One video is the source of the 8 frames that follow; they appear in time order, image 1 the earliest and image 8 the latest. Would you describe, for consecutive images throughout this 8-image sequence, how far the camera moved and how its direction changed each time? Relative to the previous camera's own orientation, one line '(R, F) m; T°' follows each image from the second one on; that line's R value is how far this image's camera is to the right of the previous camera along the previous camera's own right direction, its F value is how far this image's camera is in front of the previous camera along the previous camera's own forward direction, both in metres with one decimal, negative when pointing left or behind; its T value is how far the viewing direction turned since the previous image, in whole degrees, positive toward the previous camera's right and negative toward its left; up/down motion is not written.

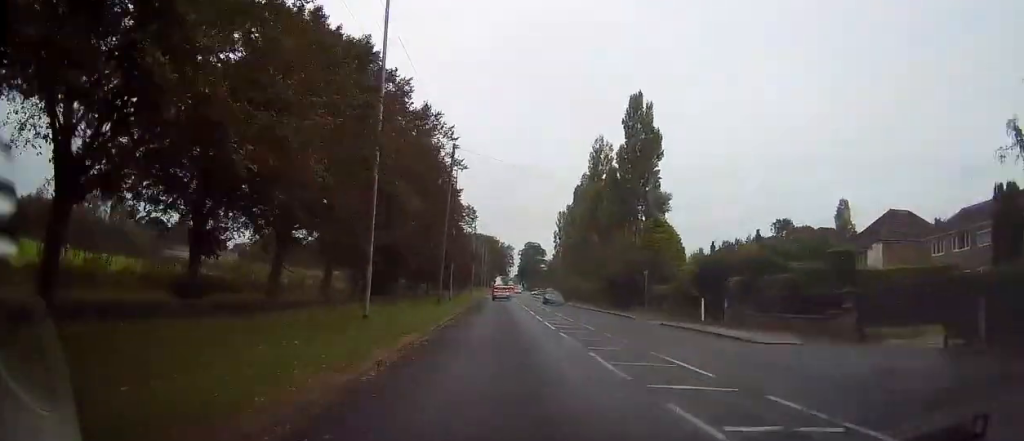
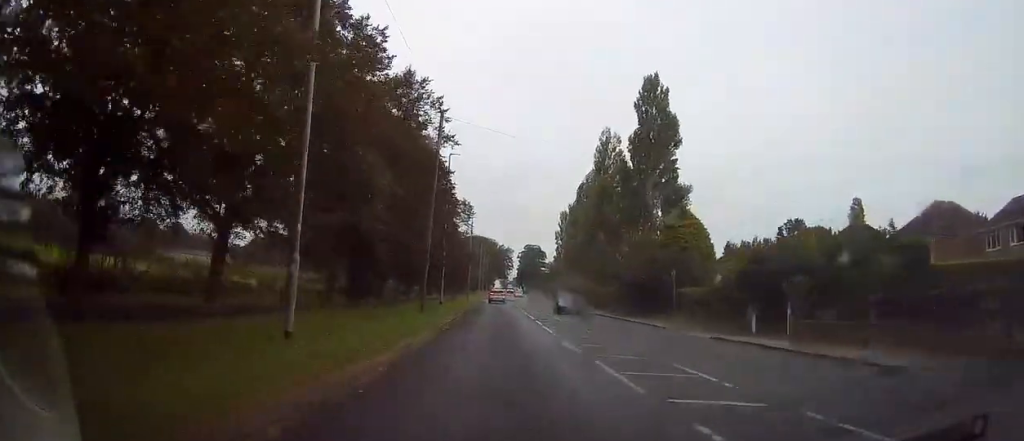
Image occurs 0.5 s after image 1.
(0.0, +7.1) m; 0°
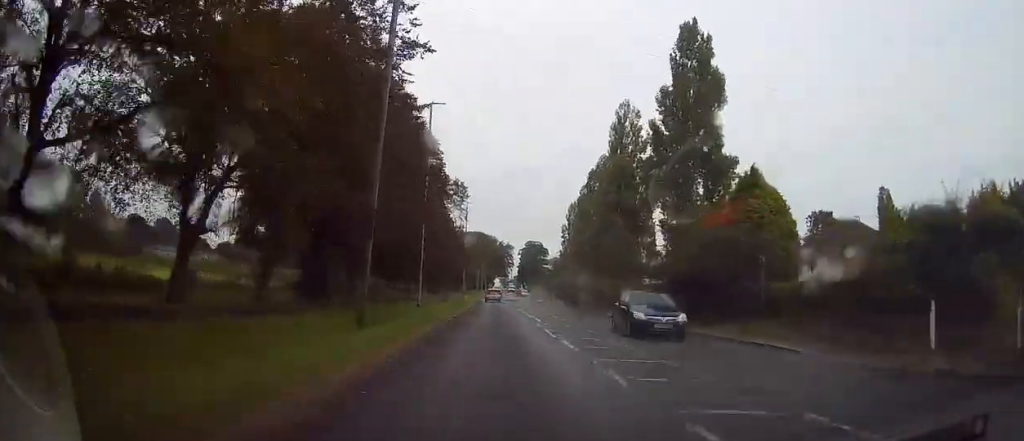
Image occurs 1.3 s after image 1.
(0.0, +12.5) m; +1°
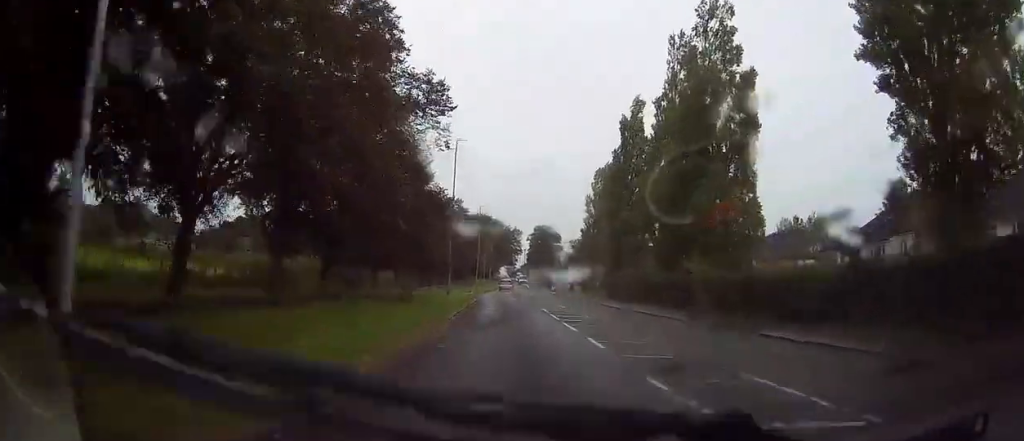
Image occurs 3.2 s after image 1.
(+0.2, +28.1) m; -1°
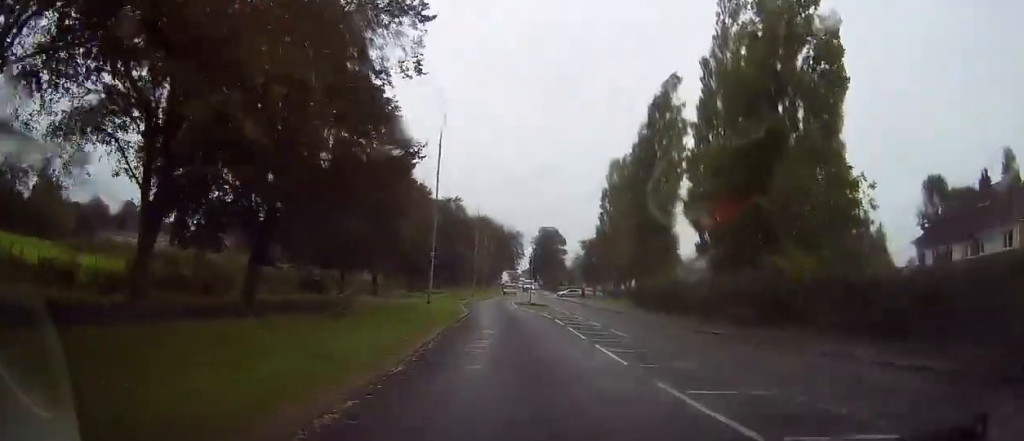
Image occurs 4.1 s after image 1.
(-0.3, +12.6) m; -1°
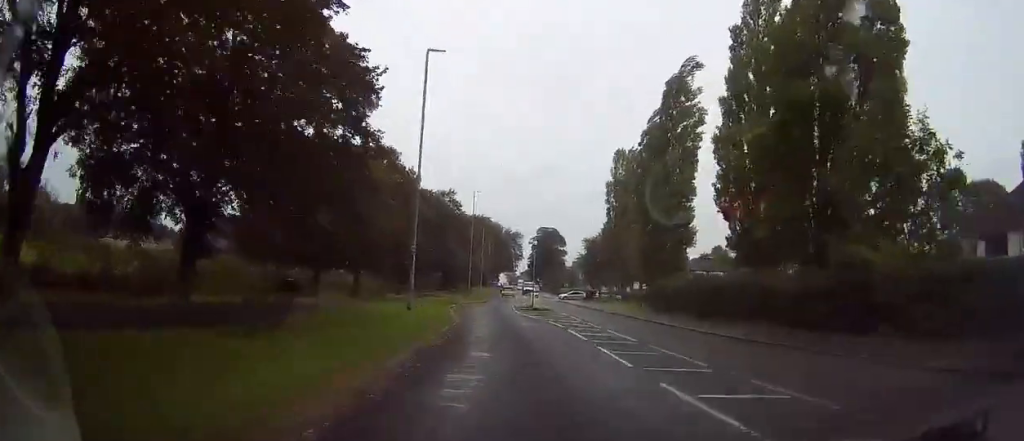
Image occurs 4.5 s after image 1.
(0.0, +6.6) m; +1°
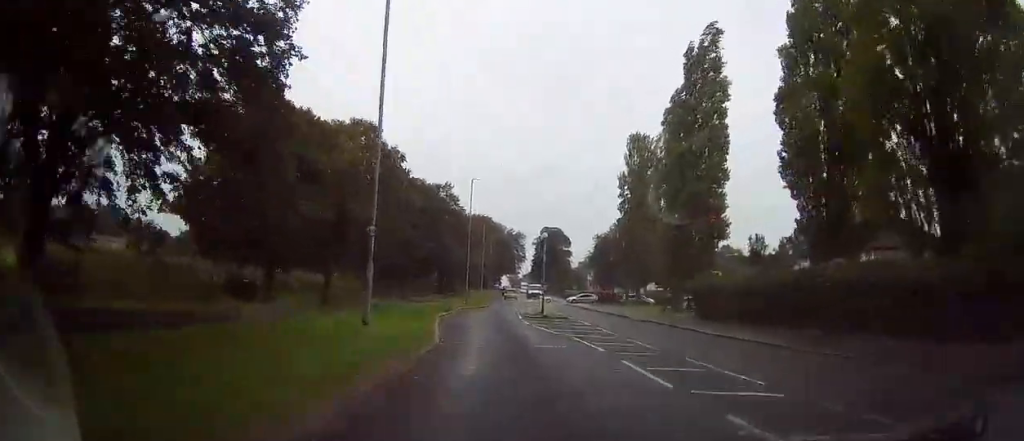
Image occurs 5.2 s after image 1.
(+0.1, +8.7) m; 0°
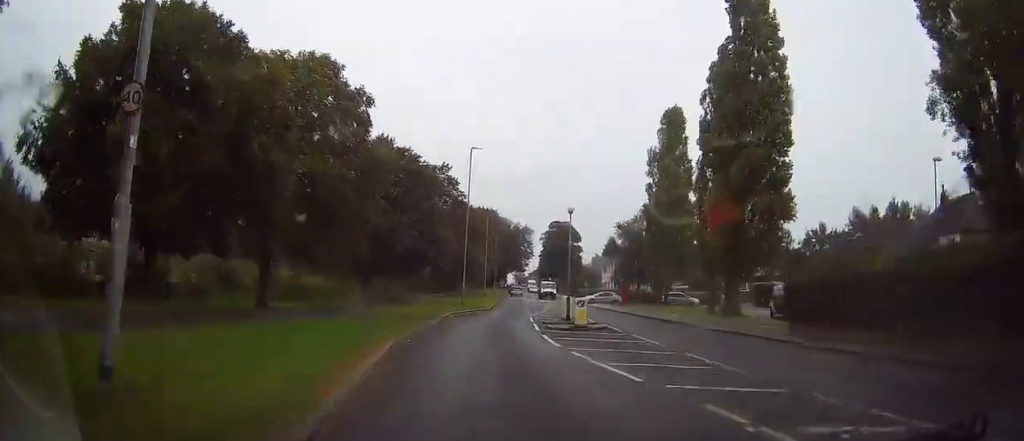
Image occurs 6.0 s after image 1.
(+0.2, +11.6) m; -1°
